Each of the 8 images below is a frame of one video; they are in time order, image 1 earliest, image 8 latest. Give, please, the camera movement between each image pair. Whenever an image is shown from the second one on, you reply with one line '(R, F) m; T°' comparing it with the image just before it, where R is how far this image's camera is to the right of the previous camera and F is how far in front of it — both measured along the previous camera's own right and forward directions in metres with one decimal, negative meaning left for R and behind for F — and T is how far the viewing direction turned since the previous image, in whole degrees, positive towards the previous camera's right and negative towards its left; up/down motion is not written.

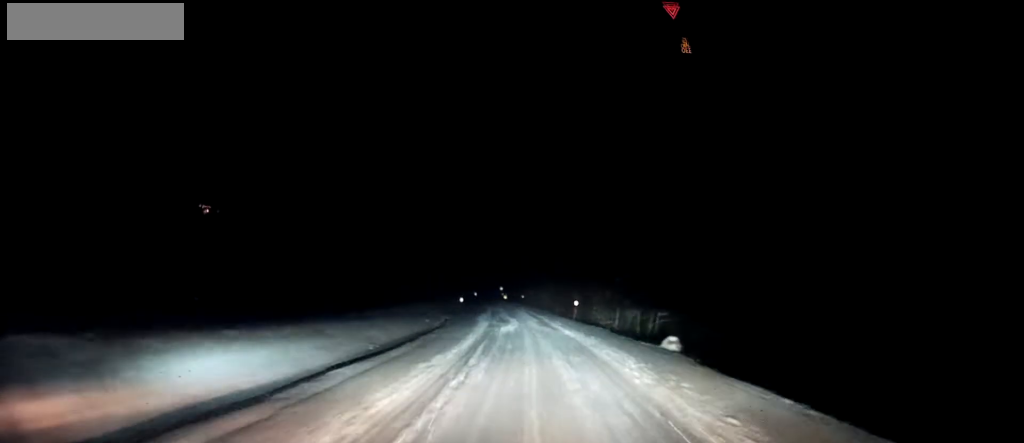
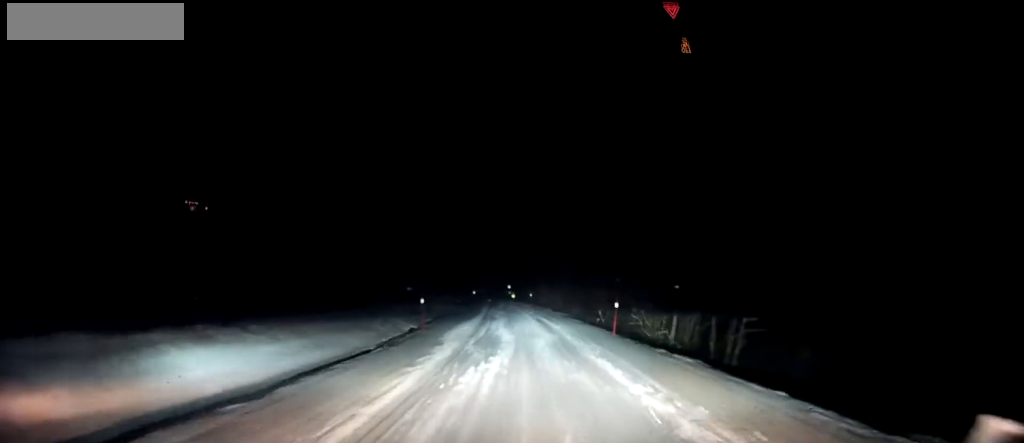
(-0.4, +14.4) m; -3°
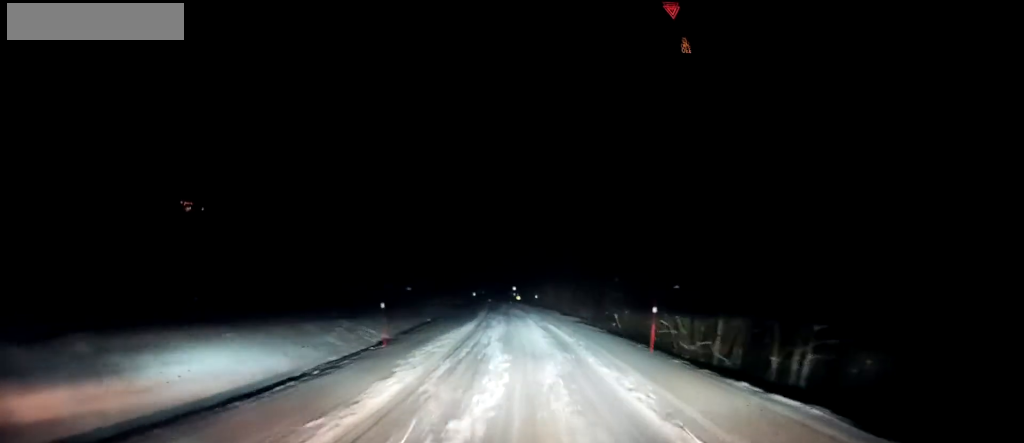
(-0.1, +5.9) m; -1°
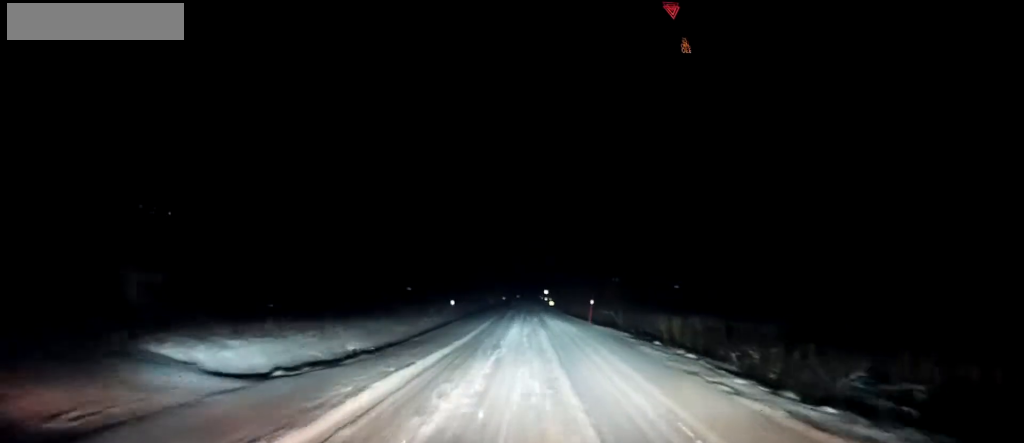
(-0.3, +35.6) m; -2°
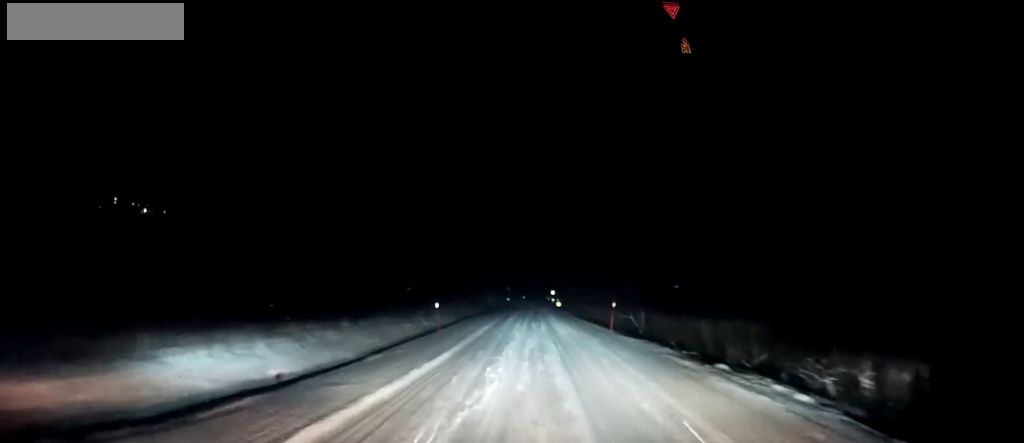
(-0.2, +6.1) m; 0°
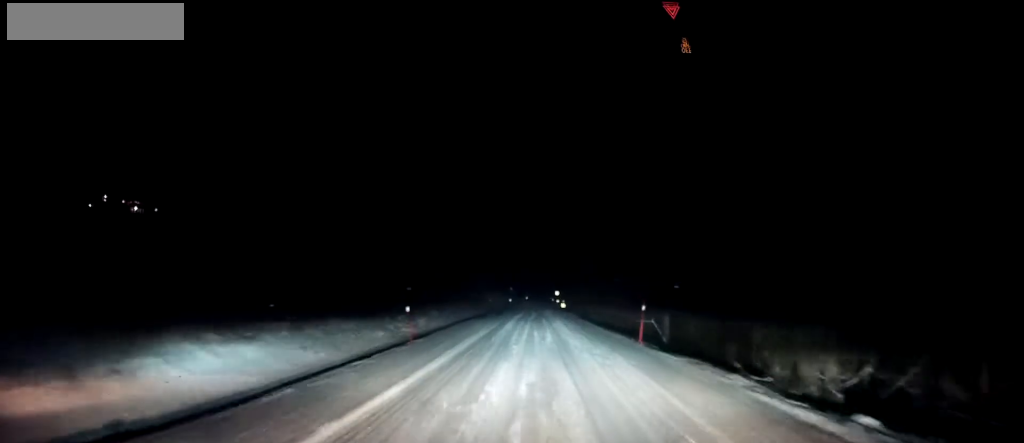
(0.0, +5.7) m; 0°
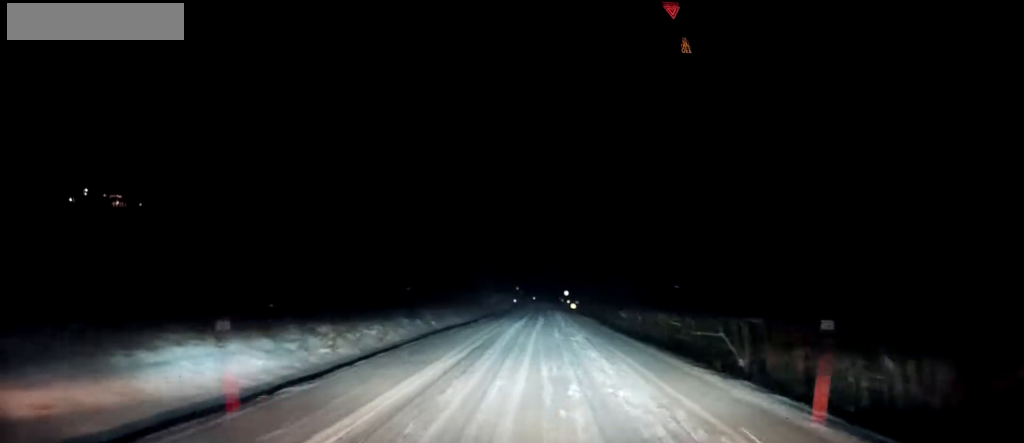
(+0.2, +10.7) m; -1°
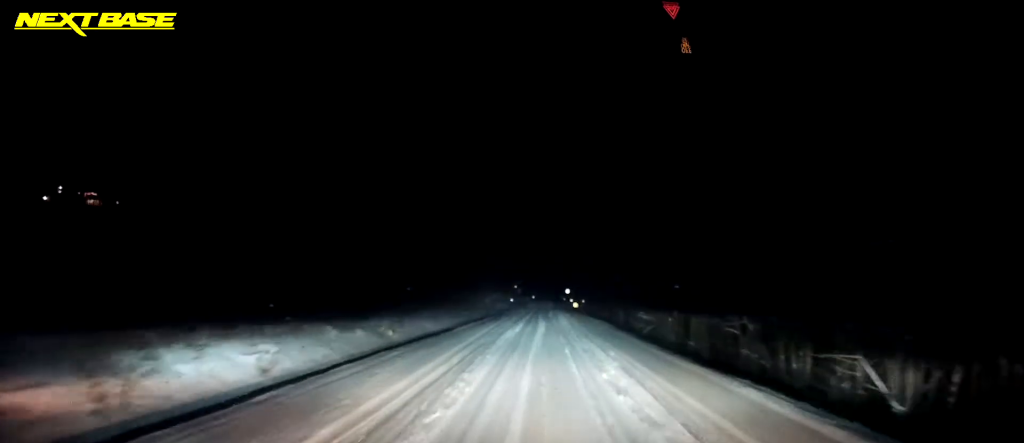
(-0.2, +9.3) m; -2°
